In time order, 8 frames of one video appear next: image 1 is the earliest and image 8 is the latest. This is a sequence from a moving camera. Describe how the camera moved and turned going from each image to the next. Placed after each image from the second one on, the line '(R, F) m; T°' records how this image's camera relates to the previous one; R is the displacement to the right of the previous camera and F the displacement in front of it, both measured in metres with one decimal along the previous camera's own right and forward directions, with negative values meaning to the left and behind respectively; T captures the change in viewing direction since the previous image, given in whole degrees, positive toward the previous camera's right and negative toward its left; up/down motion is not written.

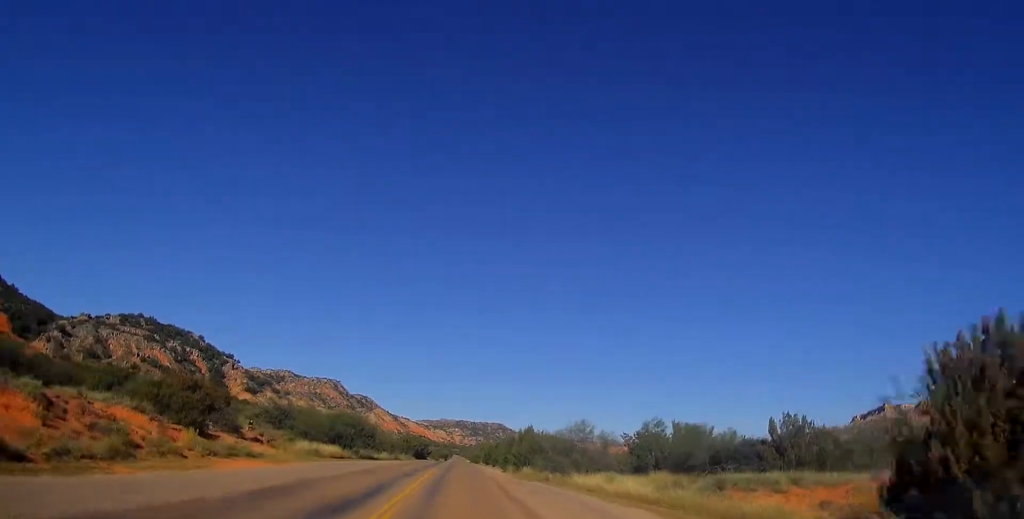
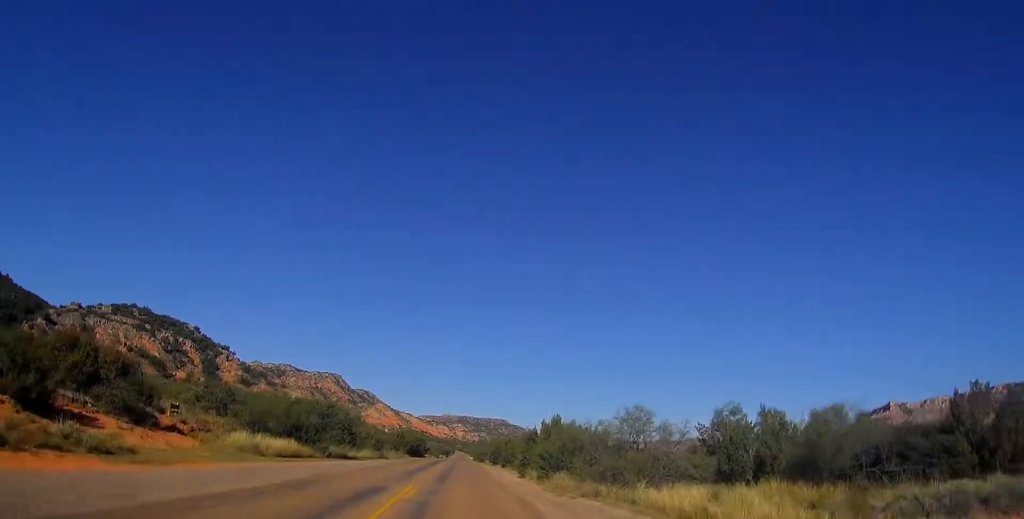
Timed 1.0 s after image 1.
(-0.2, +15.7) m; 0°
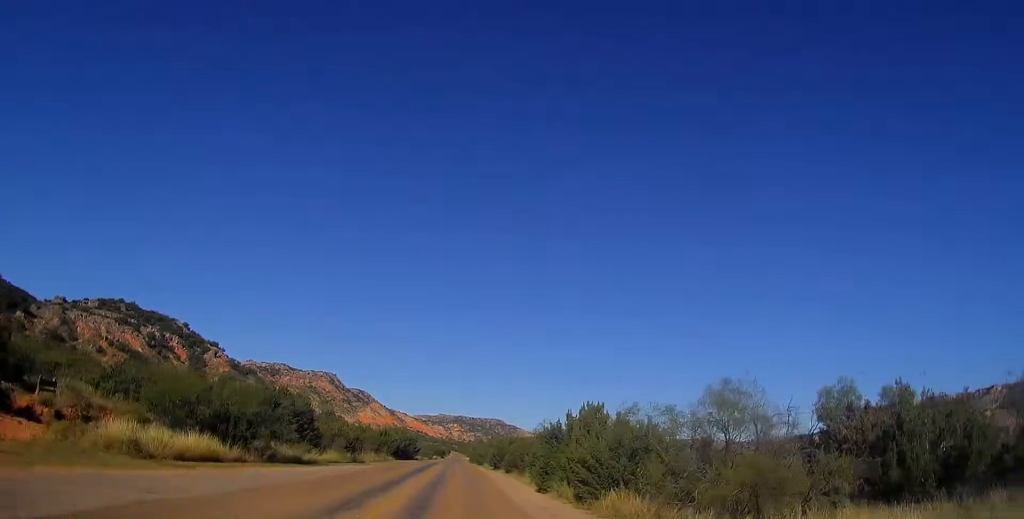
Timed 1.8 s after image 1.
(+0.1, +13.0) m; +1°
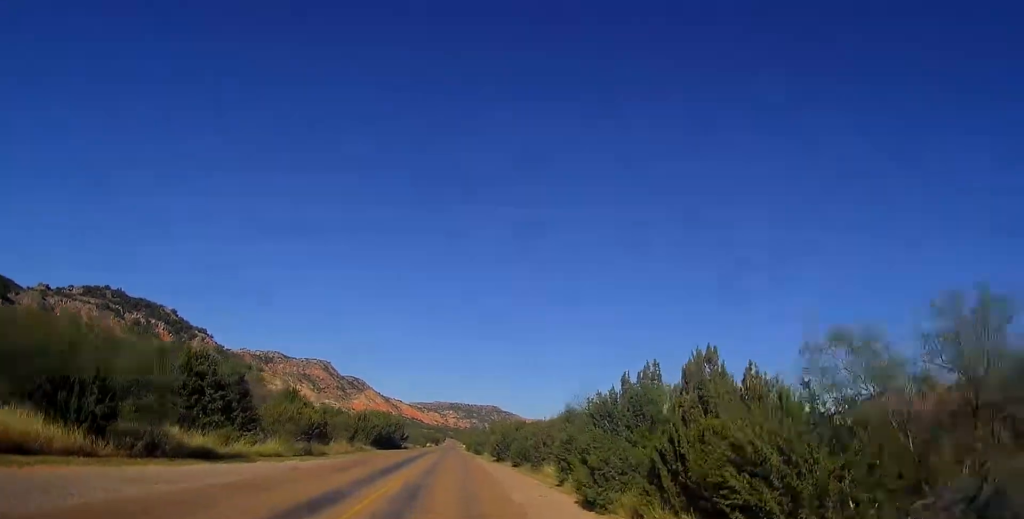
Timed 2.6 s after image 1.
(+0.3, +12.9) m; 0°
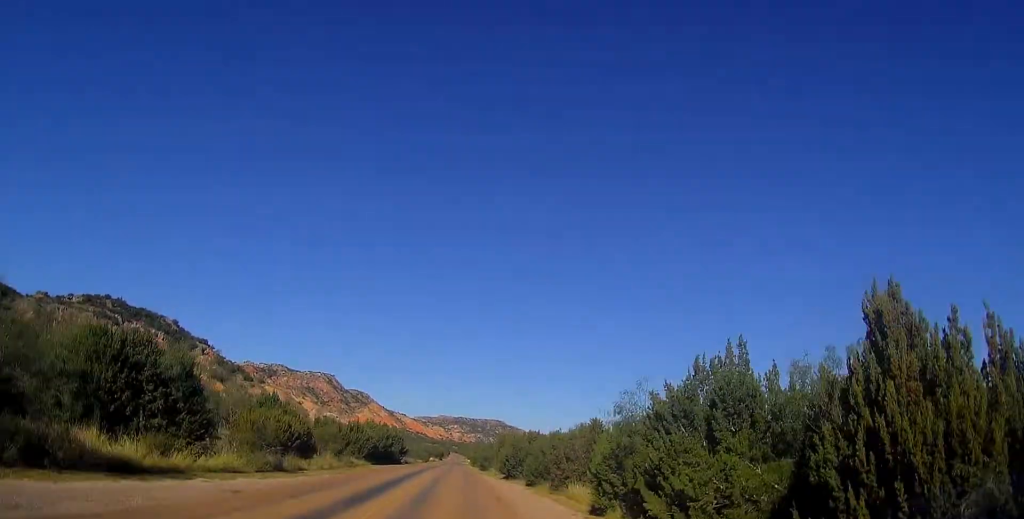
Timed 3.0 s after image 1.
(-0.2, +6.5) m; -1°
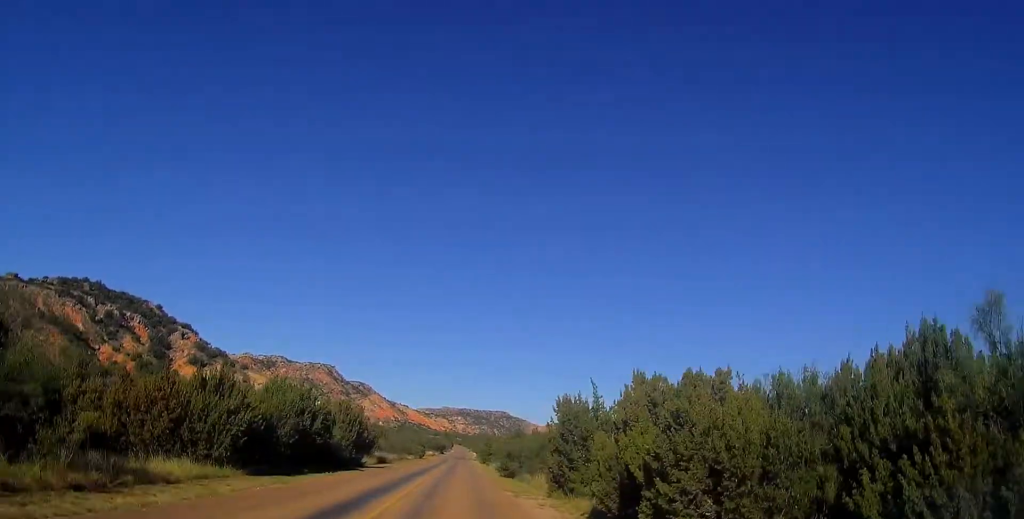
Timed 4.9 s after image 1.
(-0.2, +31.8) m; 0°
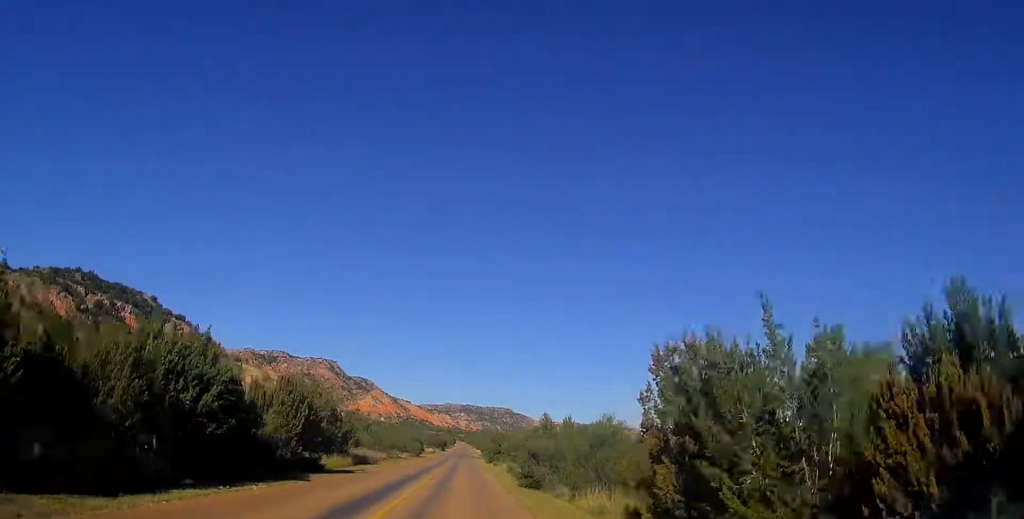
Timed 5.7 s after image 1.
(+0.1, +12.9) m; 0°
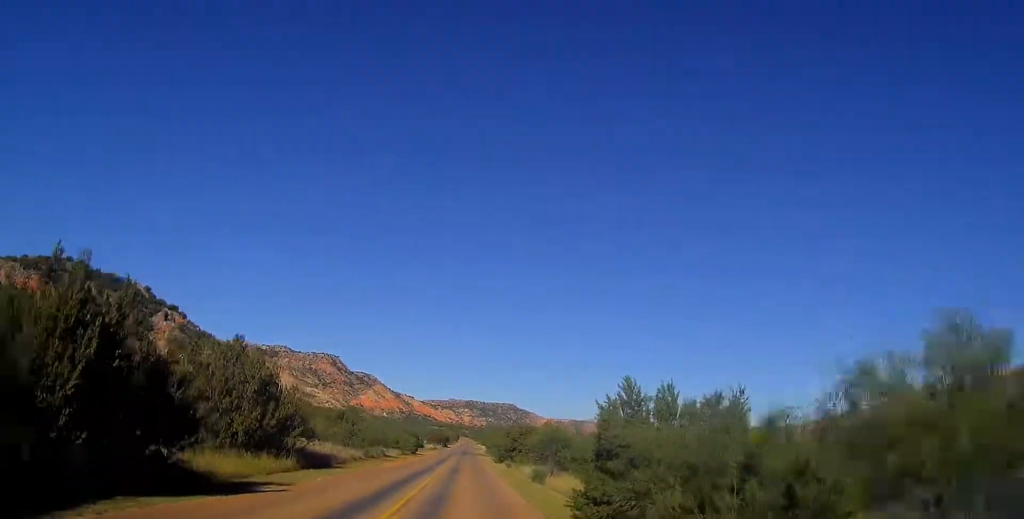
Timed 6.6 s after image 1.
(-0.2, +14.6) m; 0°
